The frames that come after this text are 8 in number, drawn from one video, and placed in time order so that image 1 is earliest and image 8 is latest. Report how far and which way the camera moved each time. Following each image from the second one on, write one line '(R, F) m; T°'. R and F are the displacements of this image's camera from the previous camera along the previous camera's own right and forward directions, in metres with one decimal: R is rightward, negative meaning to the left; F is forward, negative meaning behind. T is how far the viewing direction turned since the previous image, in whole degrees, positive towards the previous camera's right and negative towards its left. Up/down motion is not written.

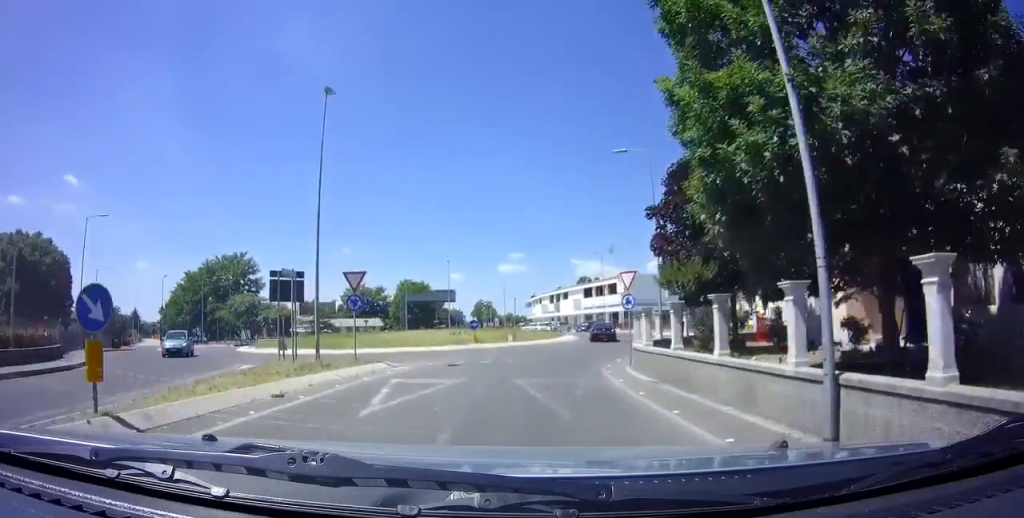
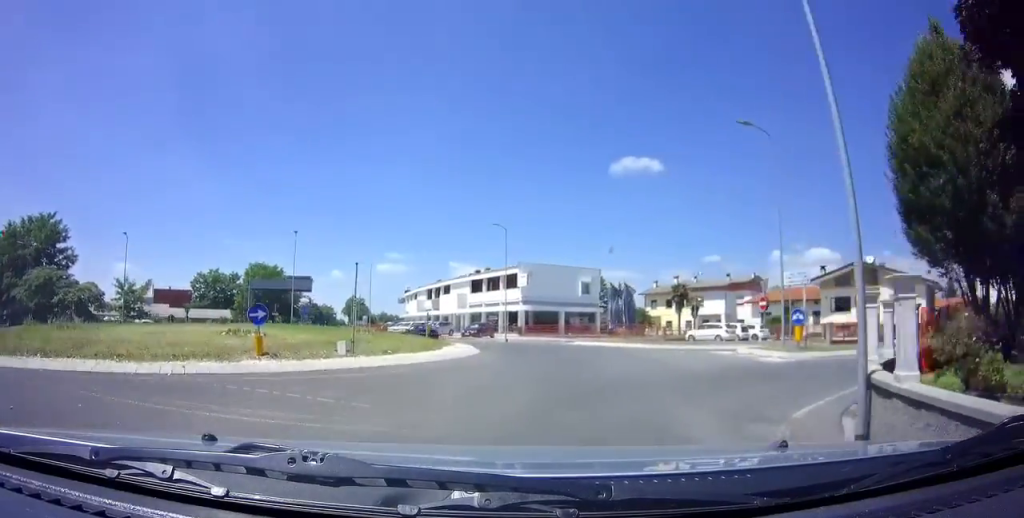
(+0.7, +18.6) m; +2°
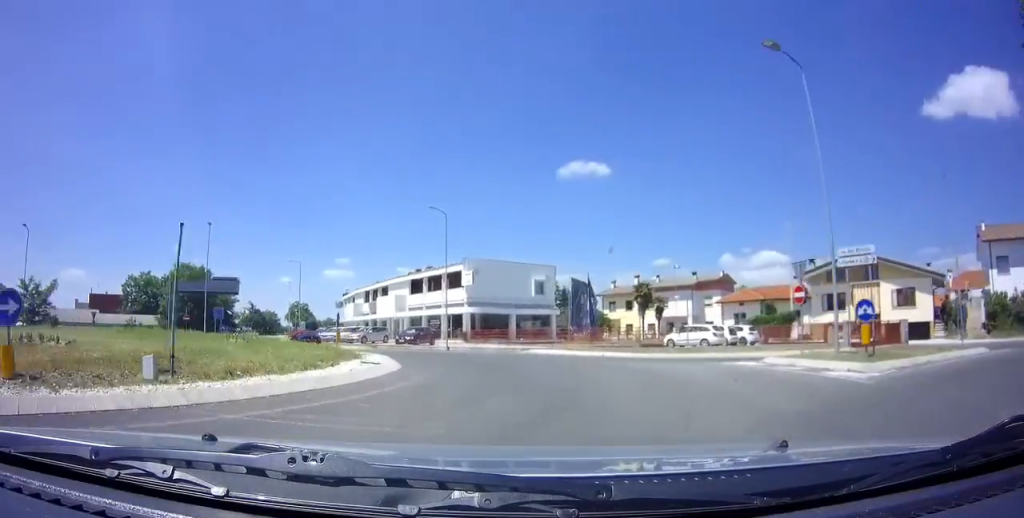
(0.0, +7.2) m; -3°
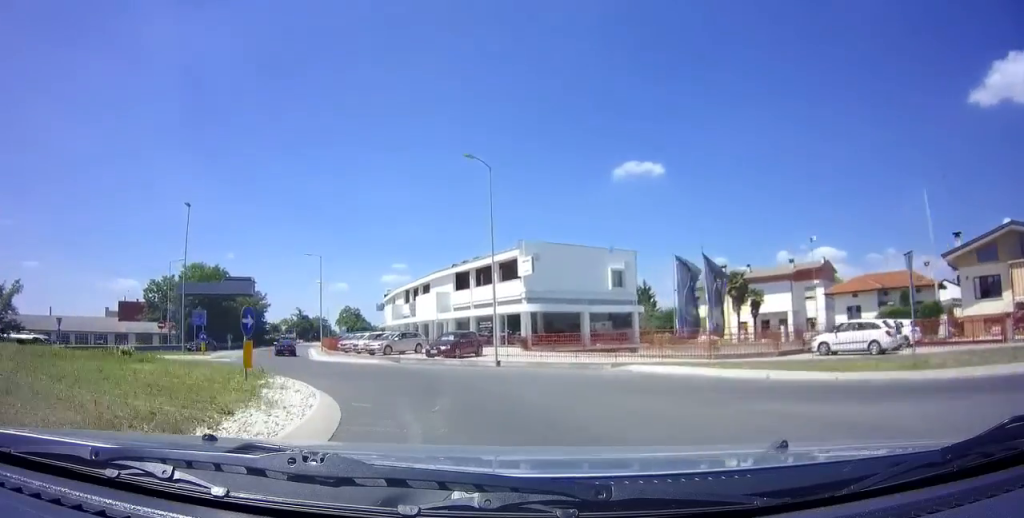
(-0.8, +11.1) m; -13°
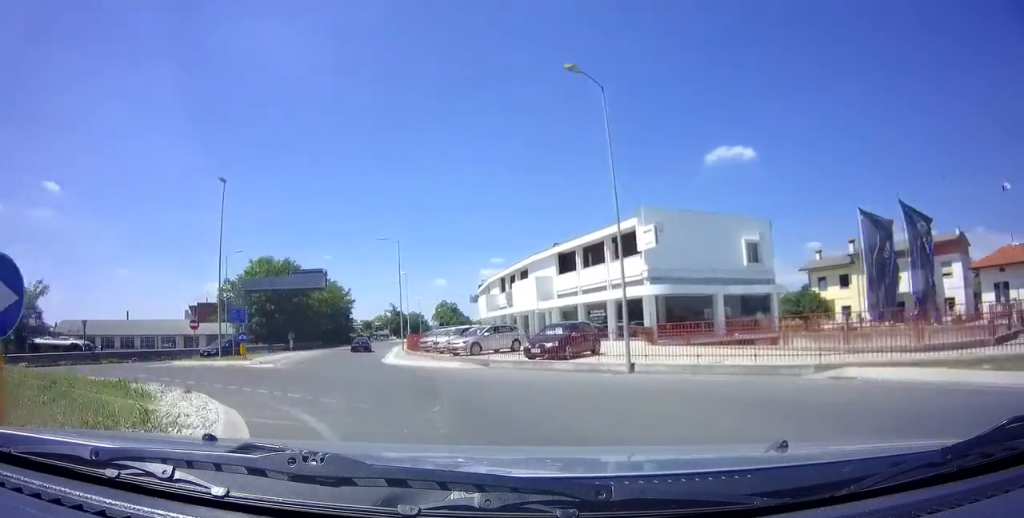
(-0.8, +7.9) m; -9°
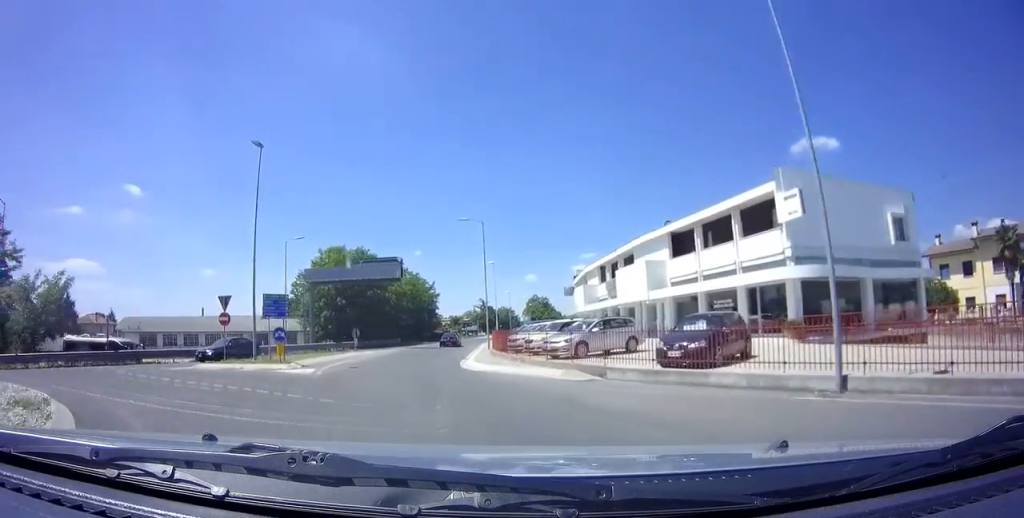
(-0.4, +7.0) m; -1°
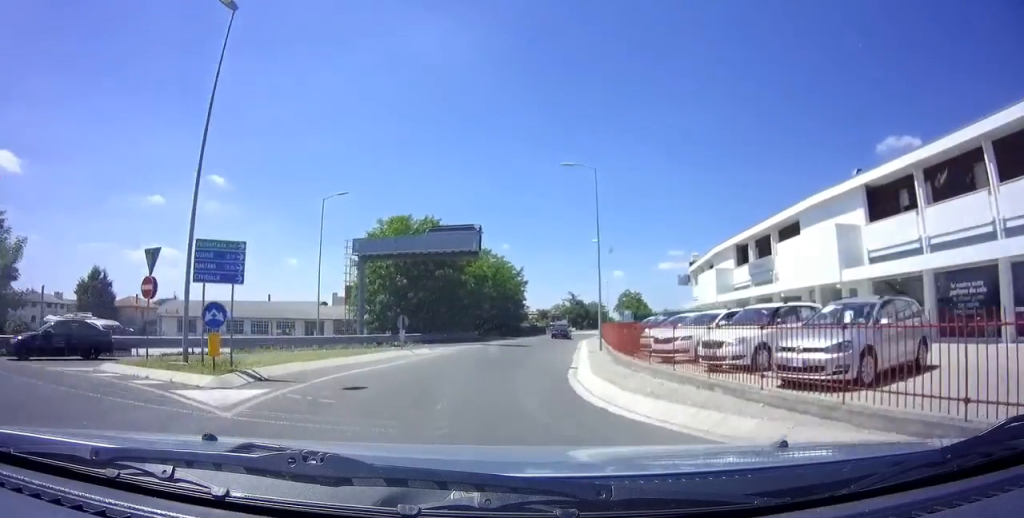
(-0.1, +13.0) m; +2°
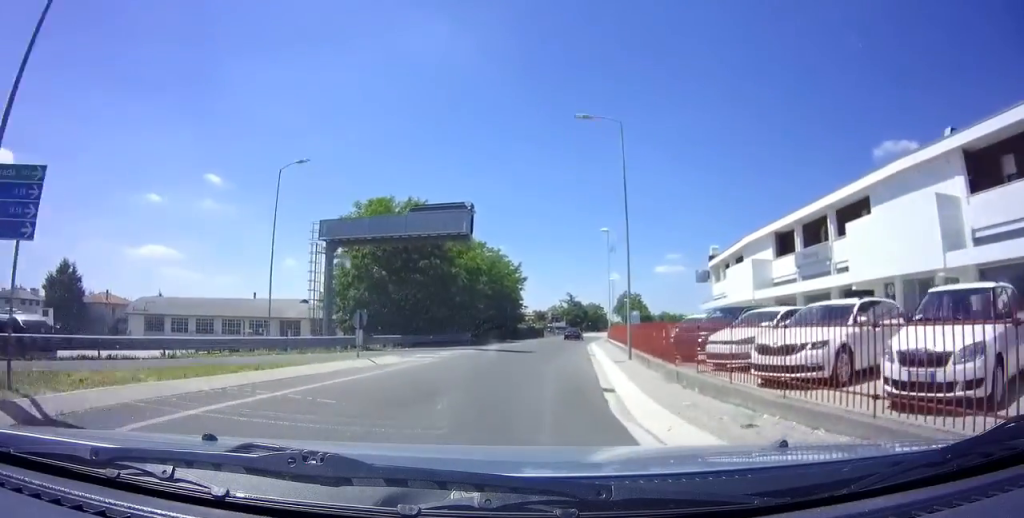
(+0.1, +6.9) m; +2°
